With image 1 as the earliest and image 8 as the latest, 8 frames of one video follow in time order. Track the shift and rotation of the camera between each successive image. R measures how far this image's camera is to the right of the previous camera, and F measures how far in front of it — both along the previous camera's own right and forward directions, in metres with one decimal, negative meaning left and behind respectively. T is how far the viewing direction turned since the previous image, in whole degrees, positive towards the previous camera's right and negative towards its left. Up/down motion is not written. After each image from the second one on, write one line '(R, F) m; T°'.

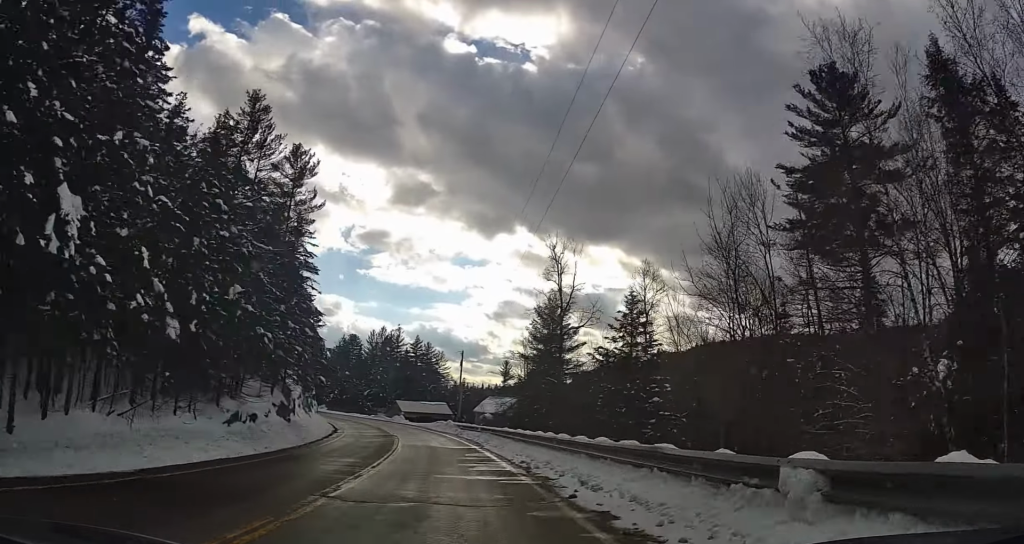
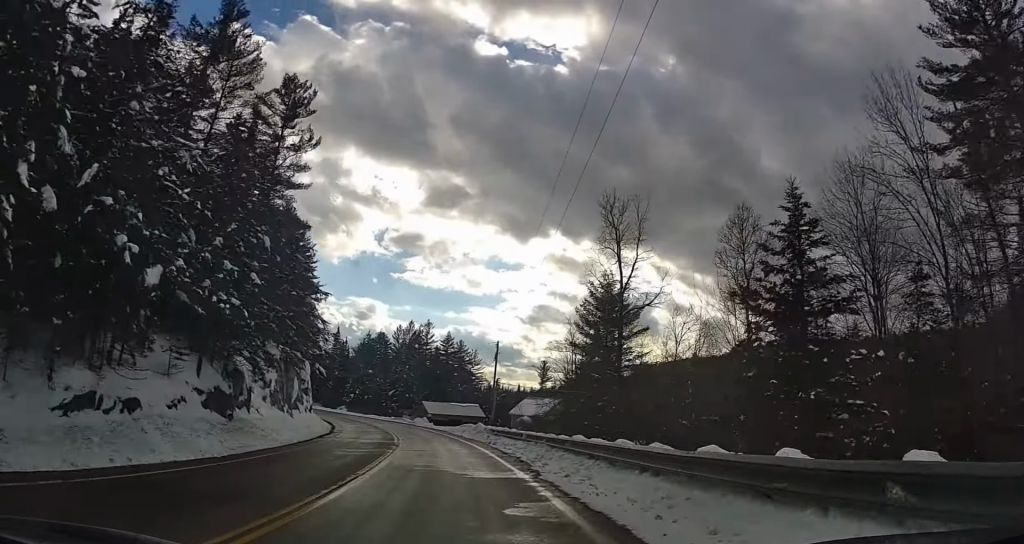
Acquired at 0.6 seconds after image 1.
(-0.8, +12.7) m; -5°
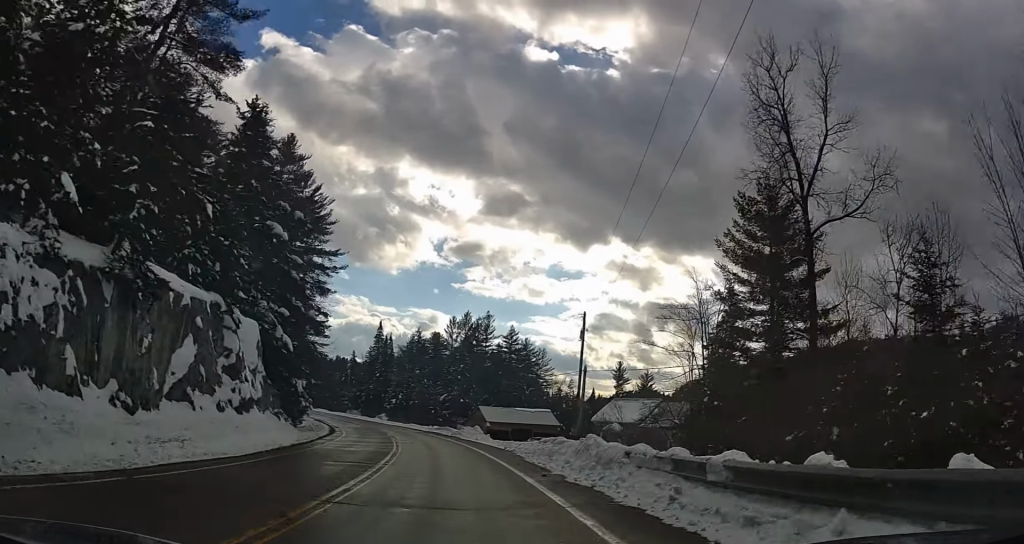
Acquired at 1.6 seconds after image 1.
(-1.8, +22.8) m; -7°
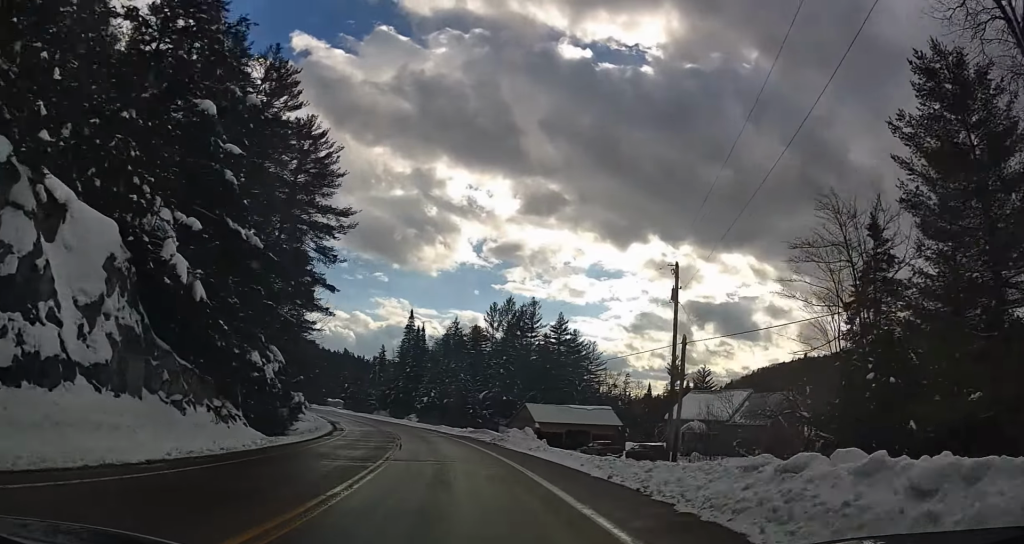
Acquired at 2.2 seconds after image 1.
(-0.2, +14.6) m; -3°
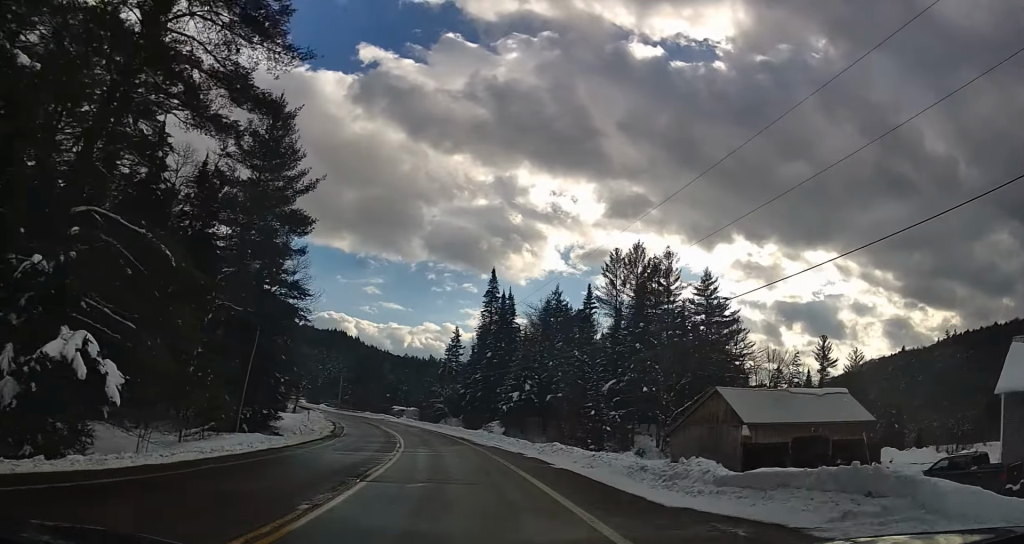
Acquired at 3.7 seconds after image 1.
(-2.6, +34.6) m; -8°
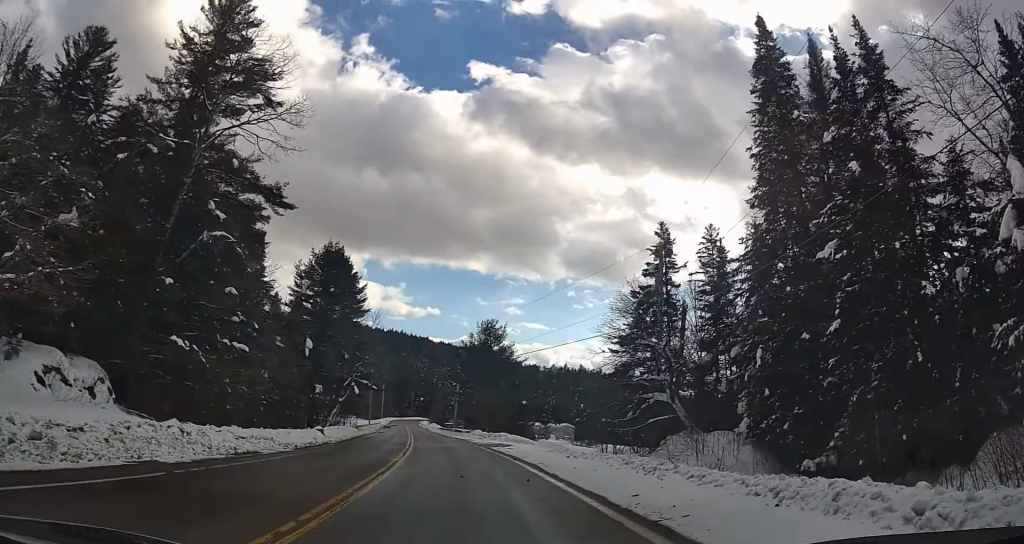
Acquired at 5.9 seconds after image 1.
(-6.5, +50.9) m; -14°
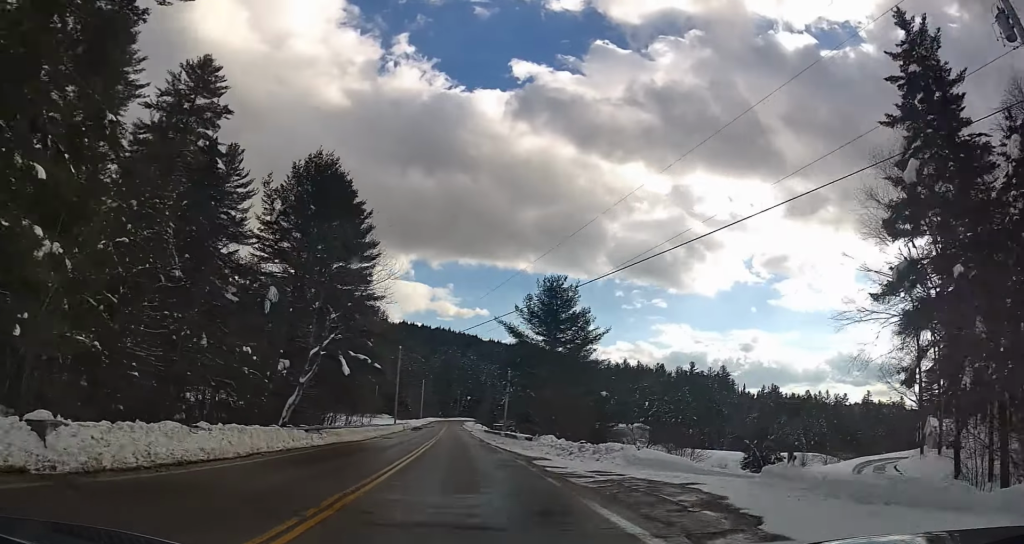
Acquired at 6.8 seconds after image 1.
(-1.1, +23.3) m; -5°
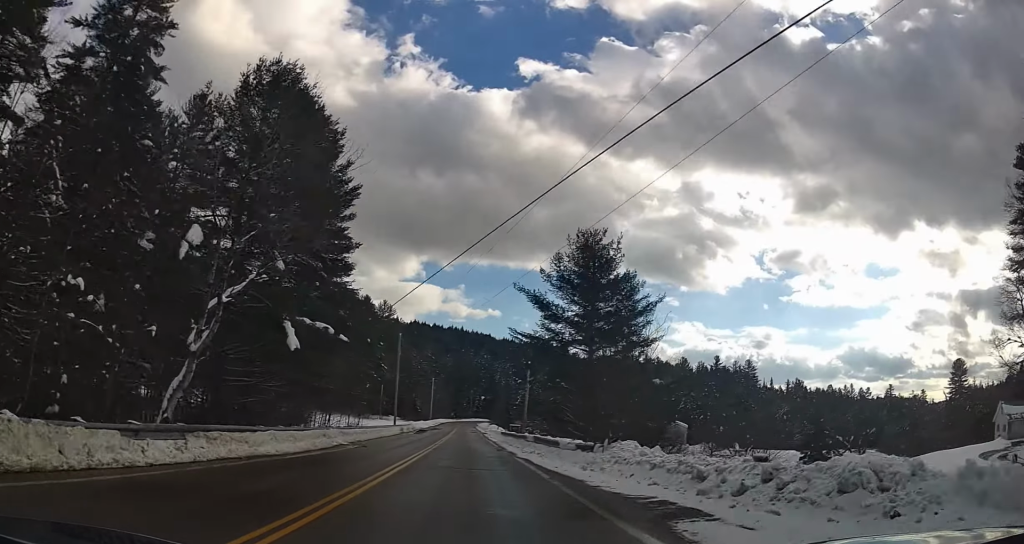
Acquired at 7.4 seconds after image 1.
(-0.2, +12.9) m; -3°
